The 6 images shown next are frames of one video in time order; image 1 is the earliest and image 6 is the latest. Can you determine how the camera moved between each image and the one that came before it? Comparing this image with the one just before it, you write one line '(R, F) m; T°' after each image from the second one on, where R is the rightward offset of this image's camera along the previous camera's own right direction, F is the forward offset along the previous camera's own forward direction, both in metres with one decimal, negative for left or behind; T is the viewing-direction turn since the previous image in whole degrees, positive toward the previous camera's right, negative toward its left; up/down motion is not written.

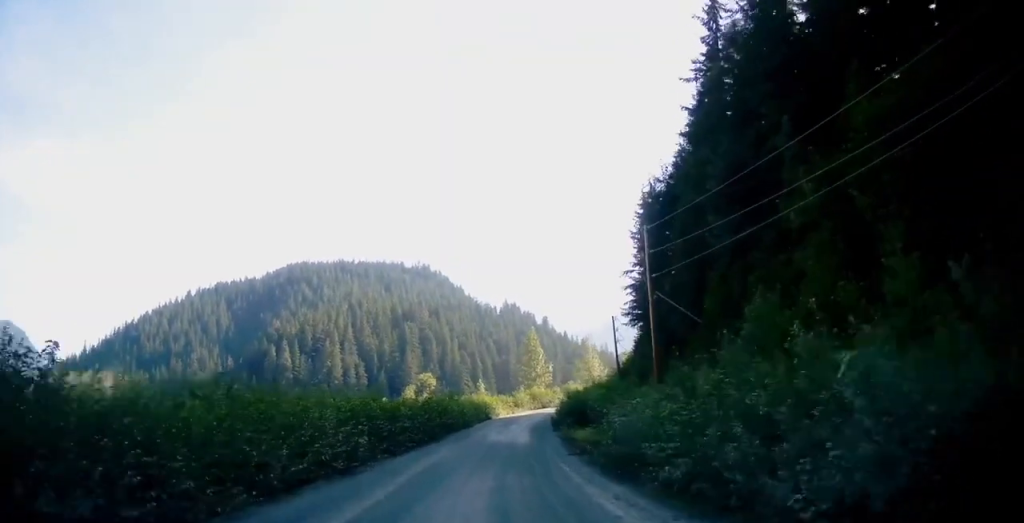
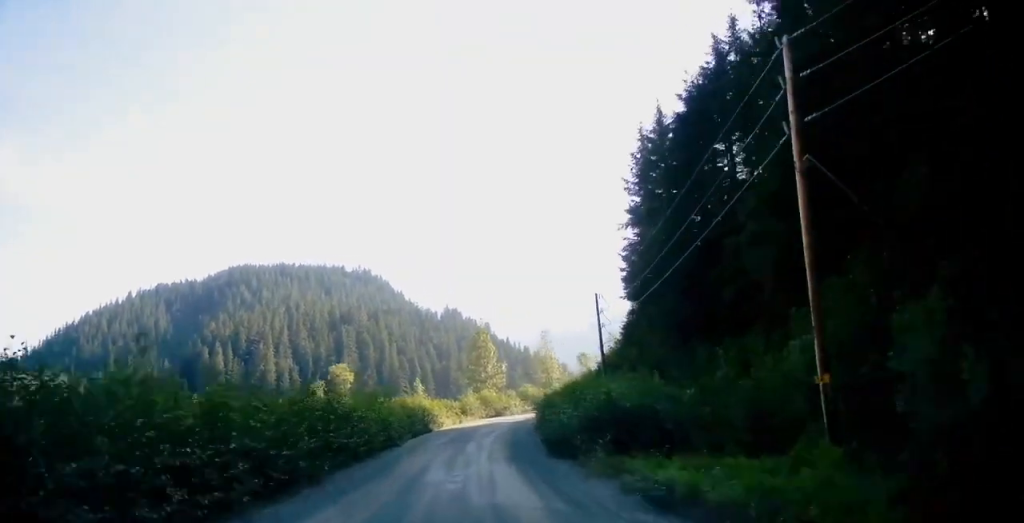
(+0.7, +19.6) m; +5°
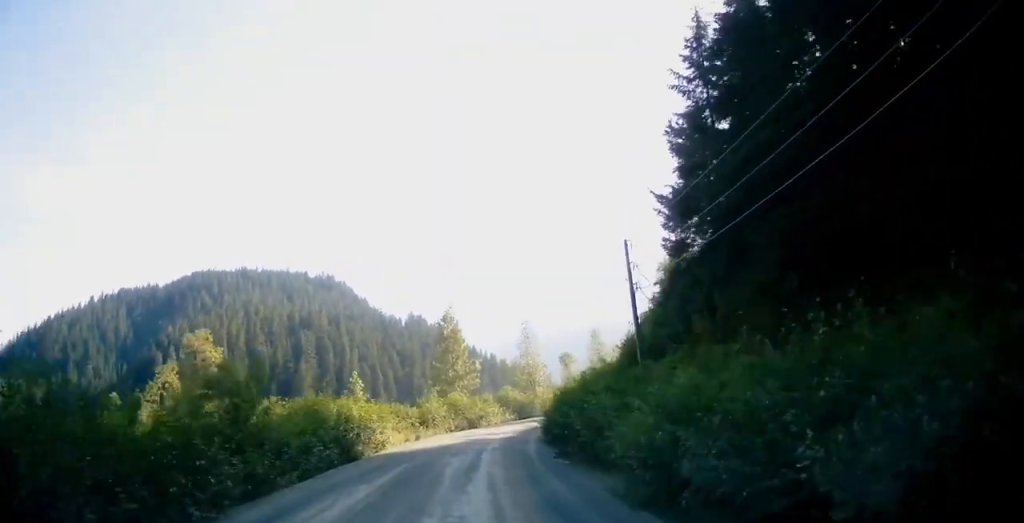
(+0.5, +20.2) m; +4°
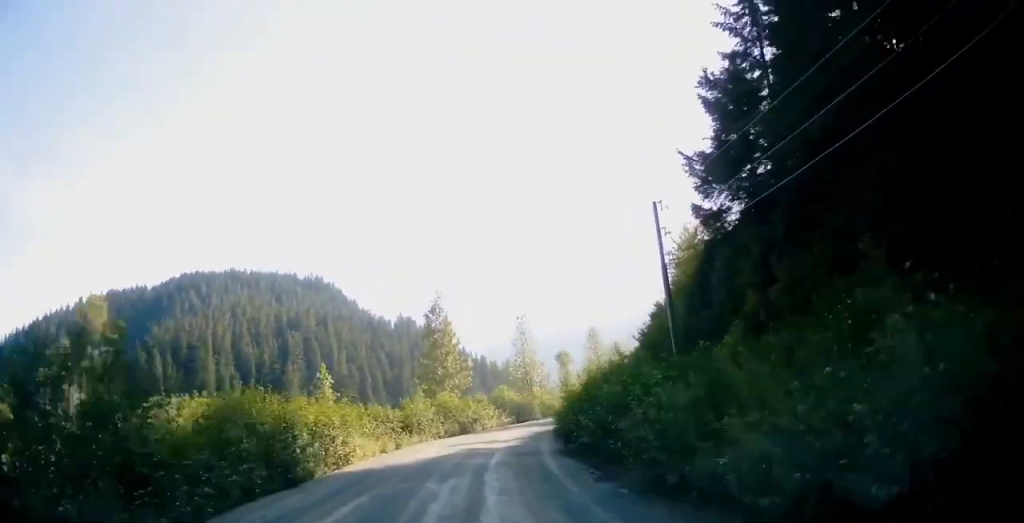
(+0.2, +7.3) m; +2°
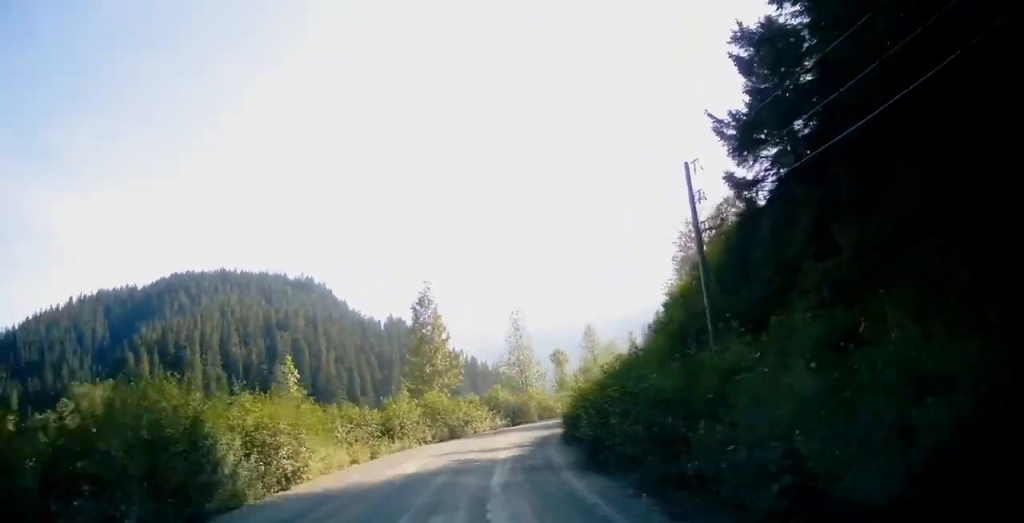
(+0.3, +5.4) m; +2°
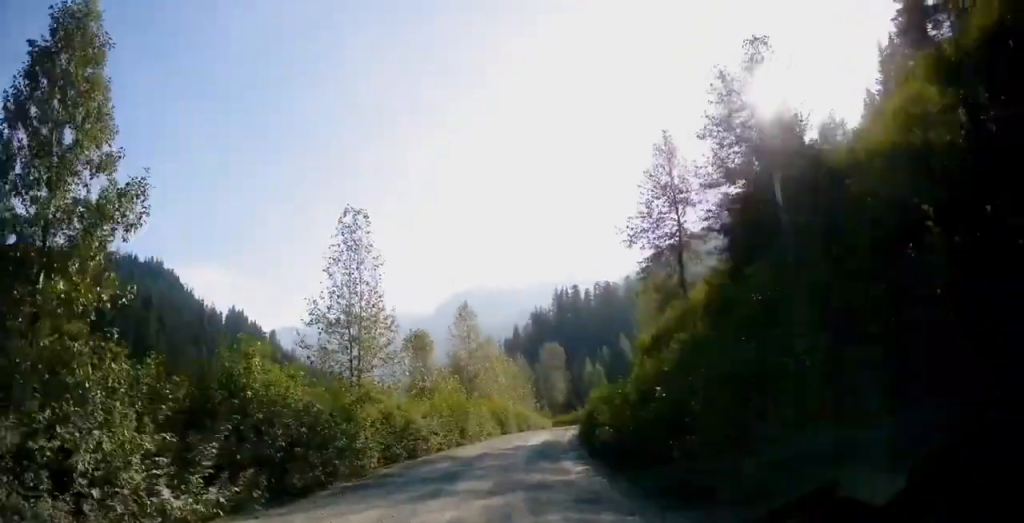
(+3.4, +42.7) m; +22°
